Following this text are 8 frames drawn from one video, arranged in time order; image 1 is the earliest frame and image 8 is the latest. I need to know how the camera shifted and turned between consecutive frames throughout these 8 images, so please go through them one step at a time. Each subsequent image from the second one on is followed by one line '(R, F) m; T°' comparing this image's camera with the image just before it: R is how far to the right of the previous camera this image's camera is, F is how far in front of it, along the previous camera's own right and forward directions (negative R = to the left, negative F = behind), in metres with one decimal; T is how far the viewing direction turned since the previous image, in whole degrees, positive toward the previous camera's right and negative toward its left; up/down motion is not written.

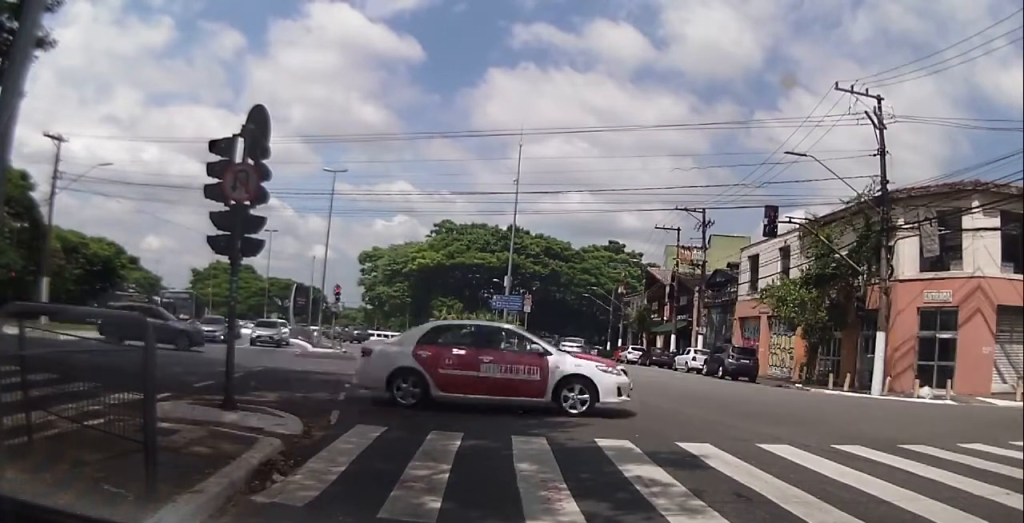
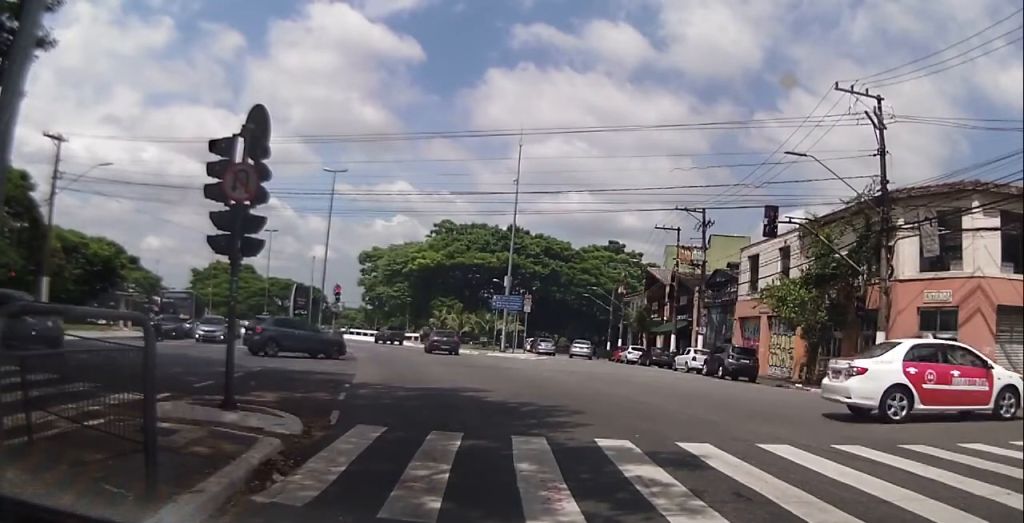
(0.0, 0.0) m; 0°
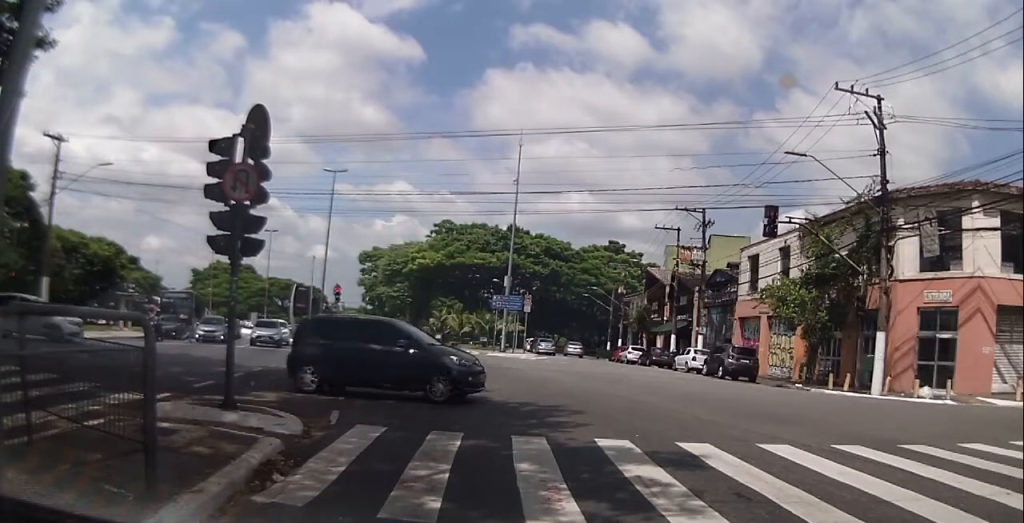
(0.0, 0.0) m; 0°
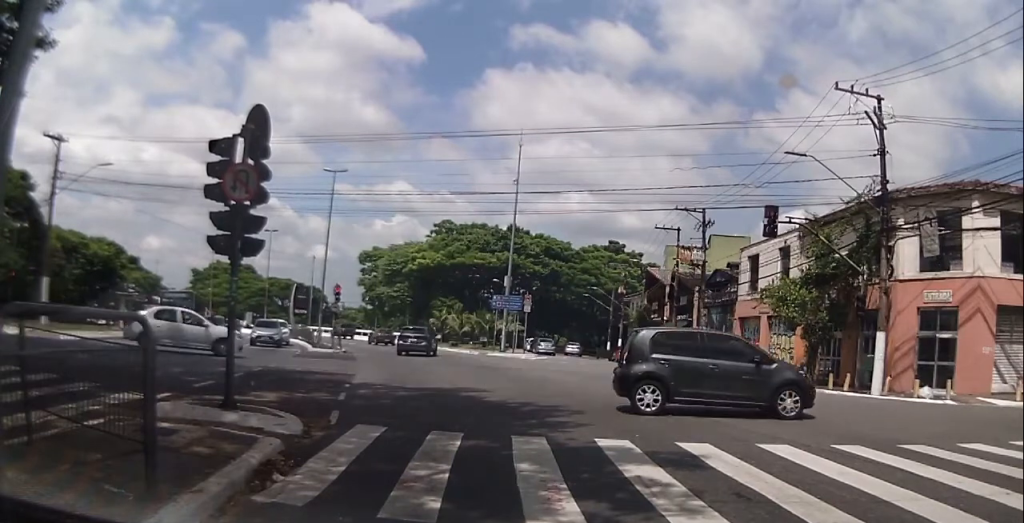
(0.0, 0.0) m; 0°
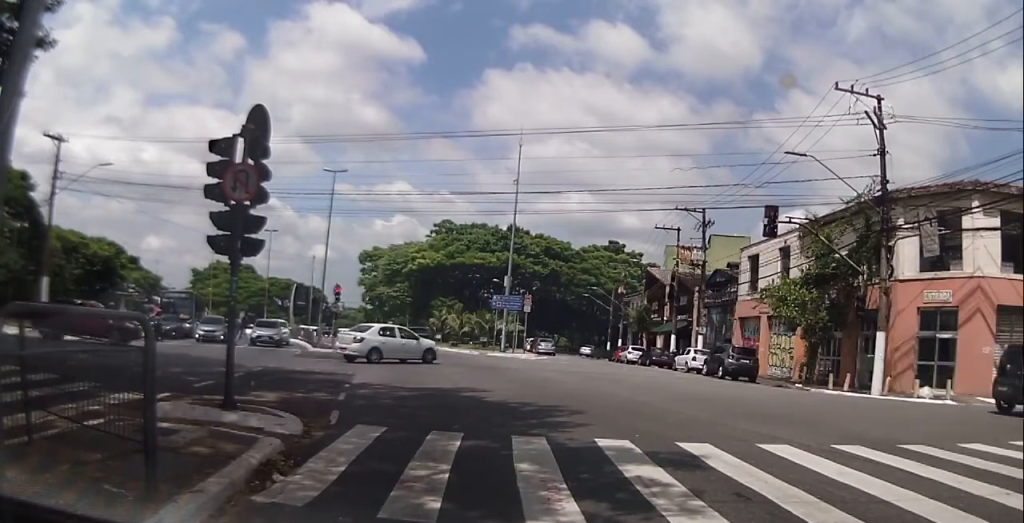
(0.0, 0.0) m; 0°
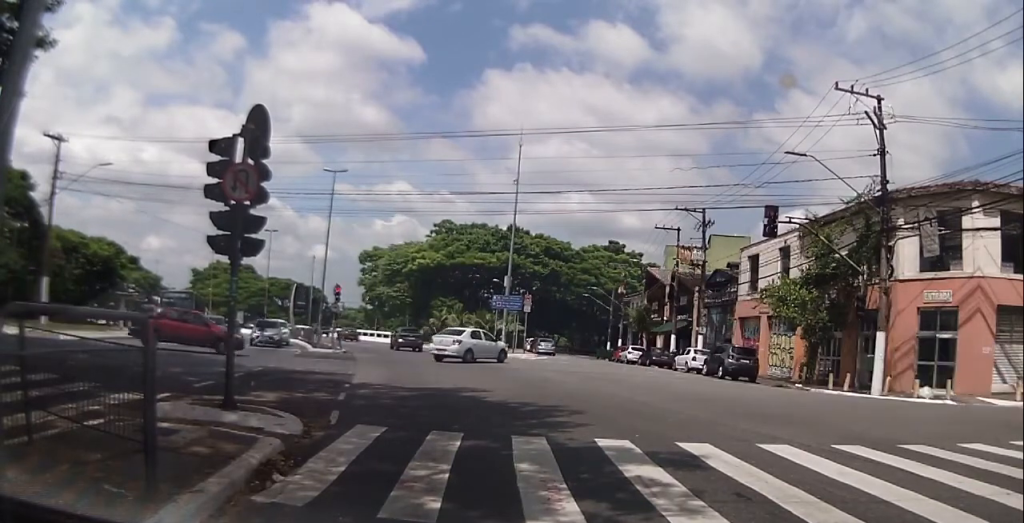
(0.0, 0.0) m; 0°
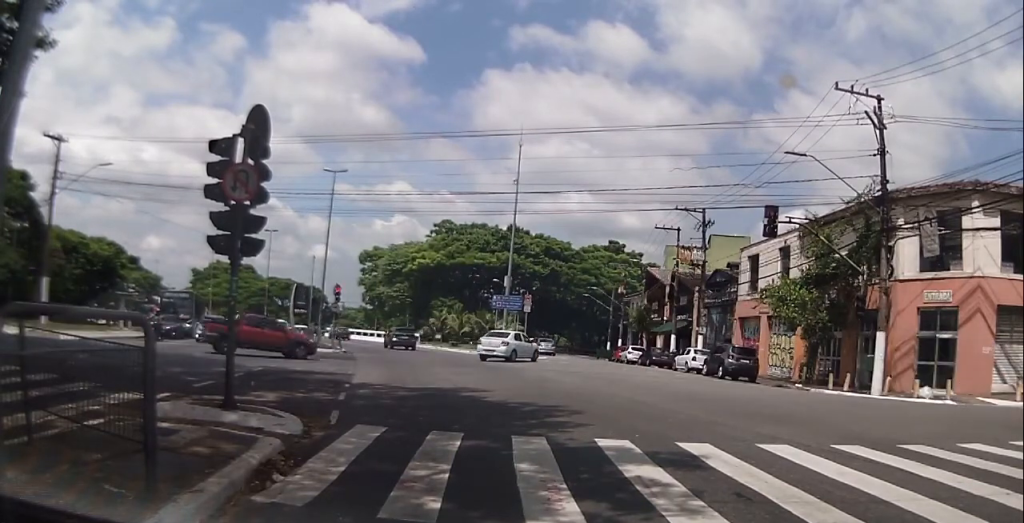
(0.0, 0.0) m; 0°
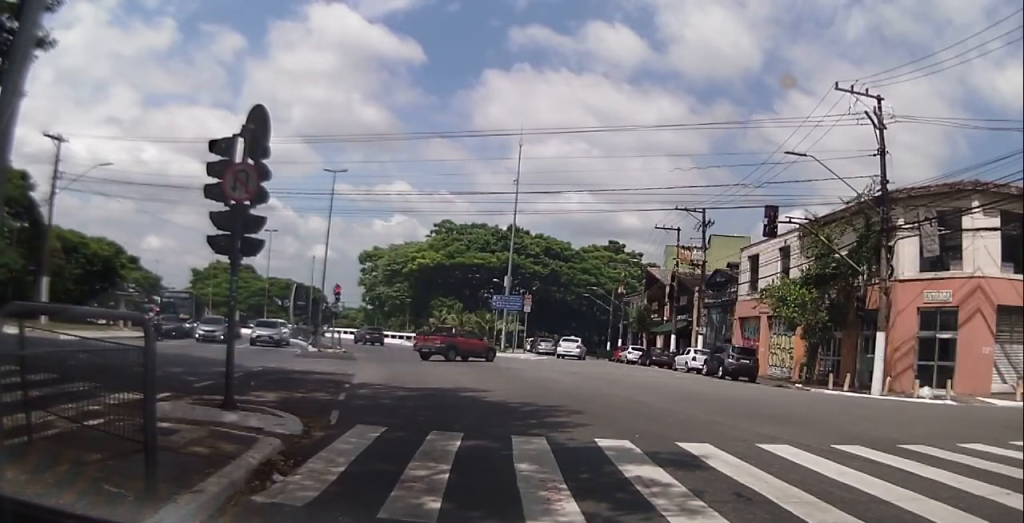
(0.0, 0.0) m; 0°
